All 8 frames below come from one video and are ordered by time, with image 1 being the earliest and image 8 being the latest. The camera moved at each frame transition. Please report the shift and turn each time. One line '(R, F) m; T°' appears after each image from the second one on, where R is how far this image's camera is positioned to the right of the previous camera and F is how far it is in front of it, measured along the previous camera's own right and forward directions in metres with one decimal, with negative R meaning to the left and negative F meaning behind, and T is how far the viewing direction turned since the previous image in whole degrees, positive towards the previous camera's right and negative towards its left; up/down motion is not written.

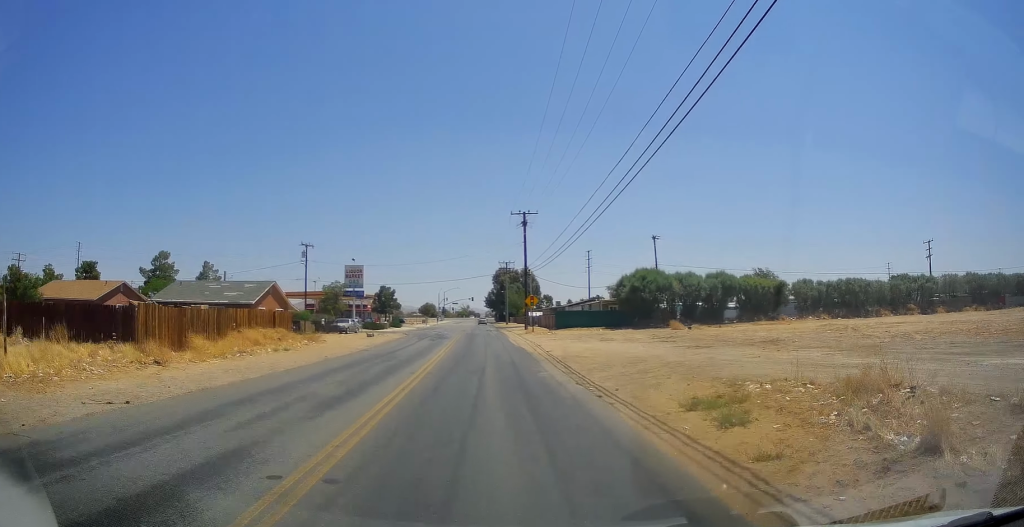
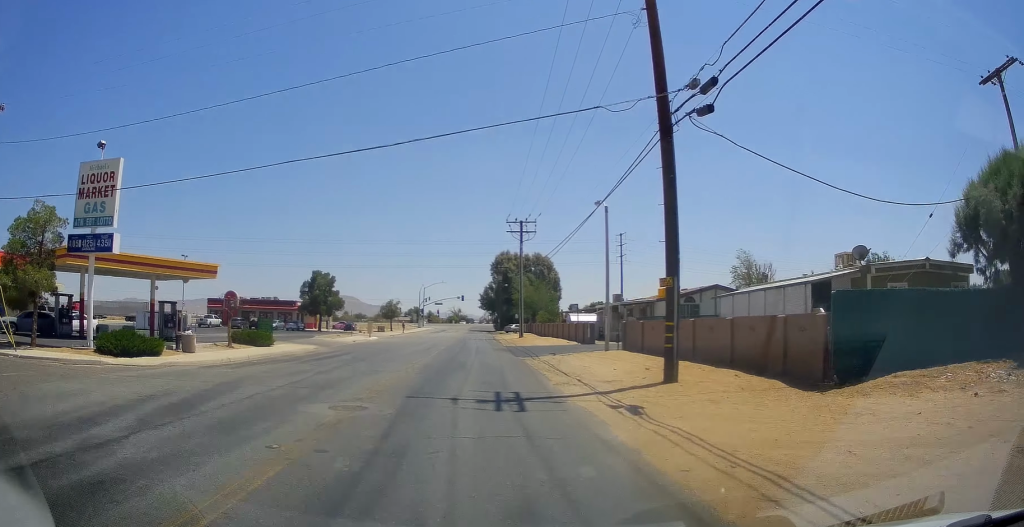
(-0.2, +54.0) m; +1°
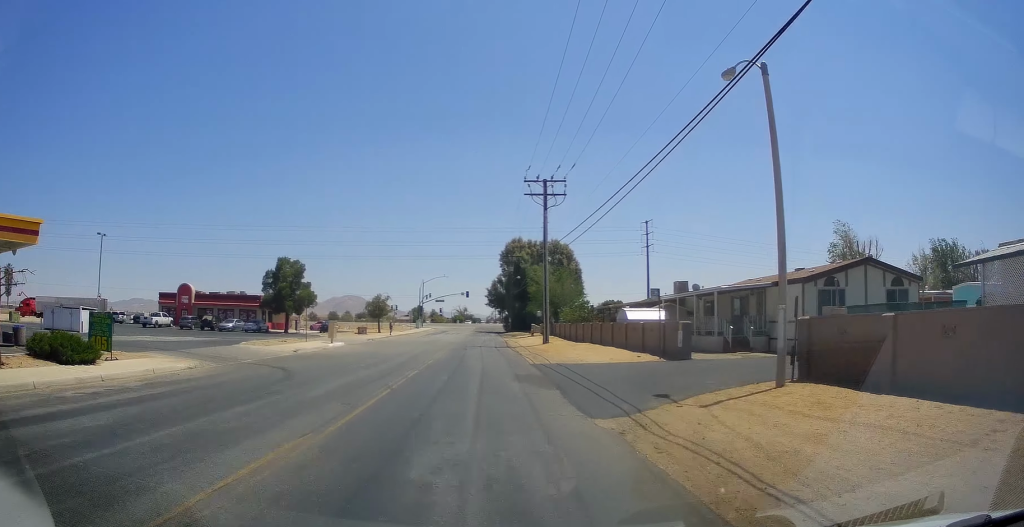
(0.0, +18.1) m; 0°
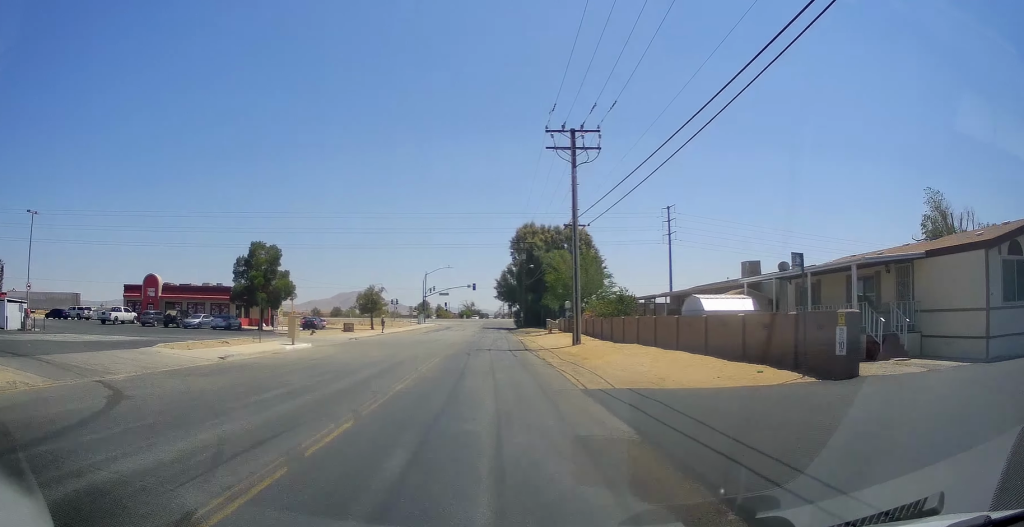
(0.0, +10.1) m; -1°
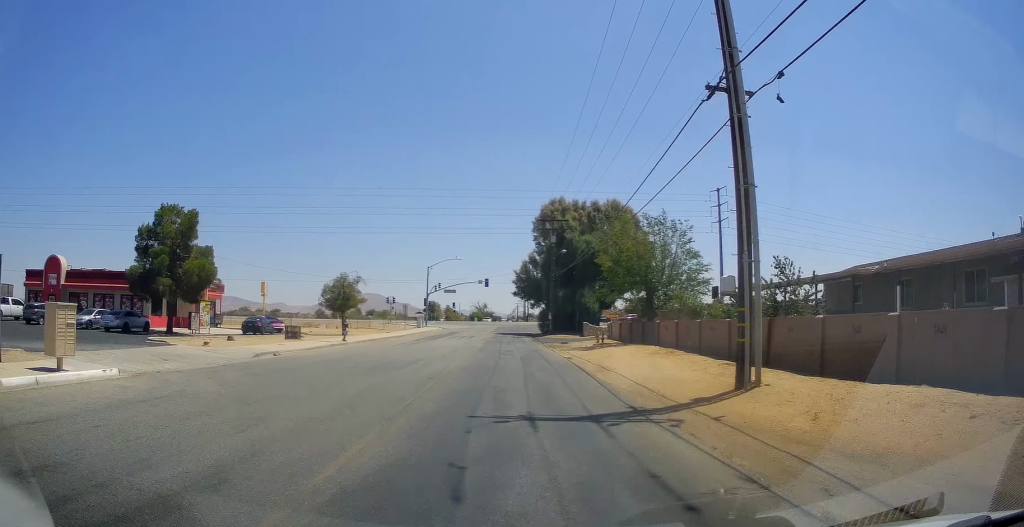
(-0.3, +20.5) m; -8°
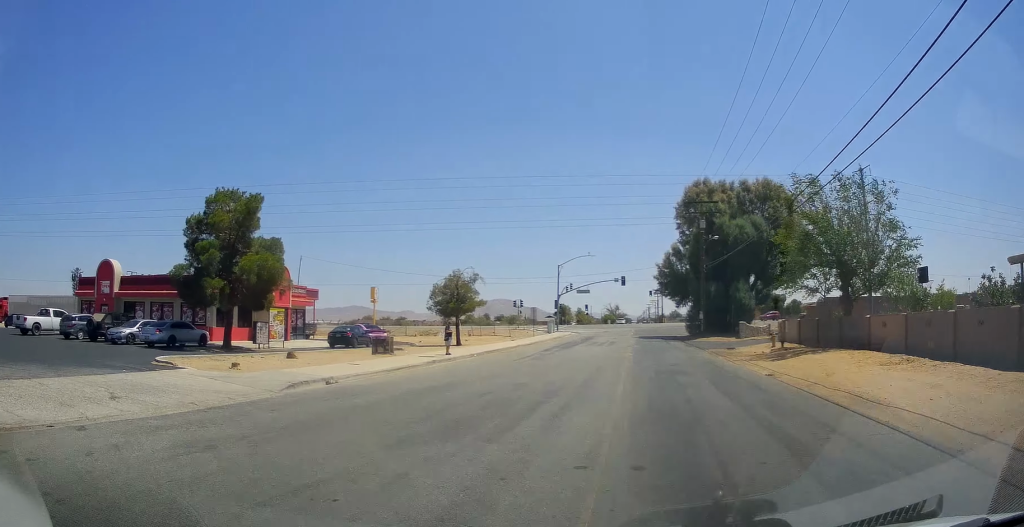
(-0.2, +8.6) m; -10°
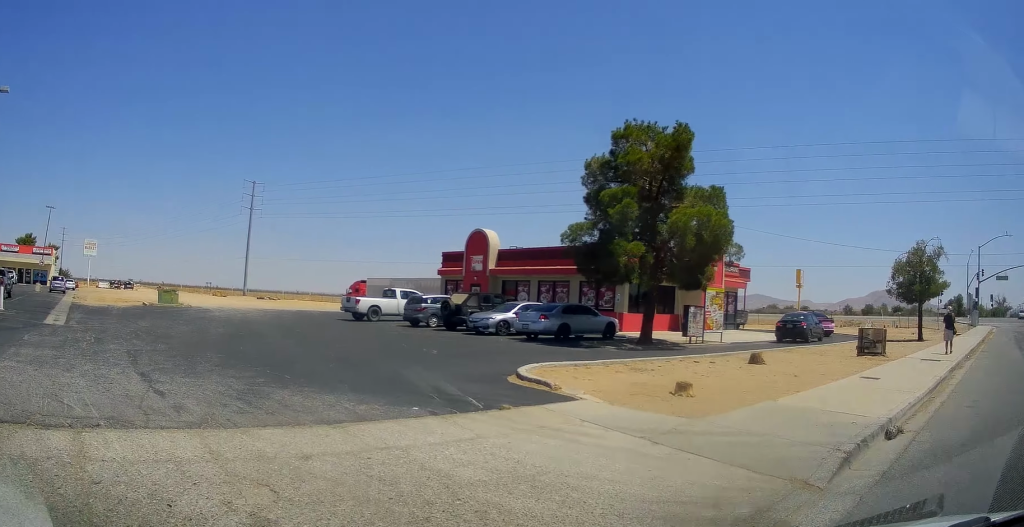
(-2.8, +10.3) m; -30°
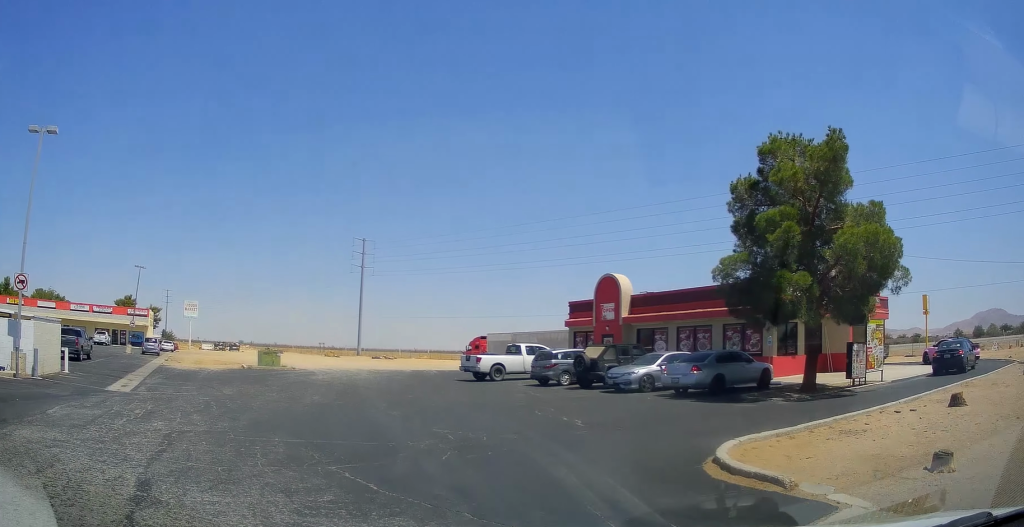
(-0.9, +5.3) m; -21°
